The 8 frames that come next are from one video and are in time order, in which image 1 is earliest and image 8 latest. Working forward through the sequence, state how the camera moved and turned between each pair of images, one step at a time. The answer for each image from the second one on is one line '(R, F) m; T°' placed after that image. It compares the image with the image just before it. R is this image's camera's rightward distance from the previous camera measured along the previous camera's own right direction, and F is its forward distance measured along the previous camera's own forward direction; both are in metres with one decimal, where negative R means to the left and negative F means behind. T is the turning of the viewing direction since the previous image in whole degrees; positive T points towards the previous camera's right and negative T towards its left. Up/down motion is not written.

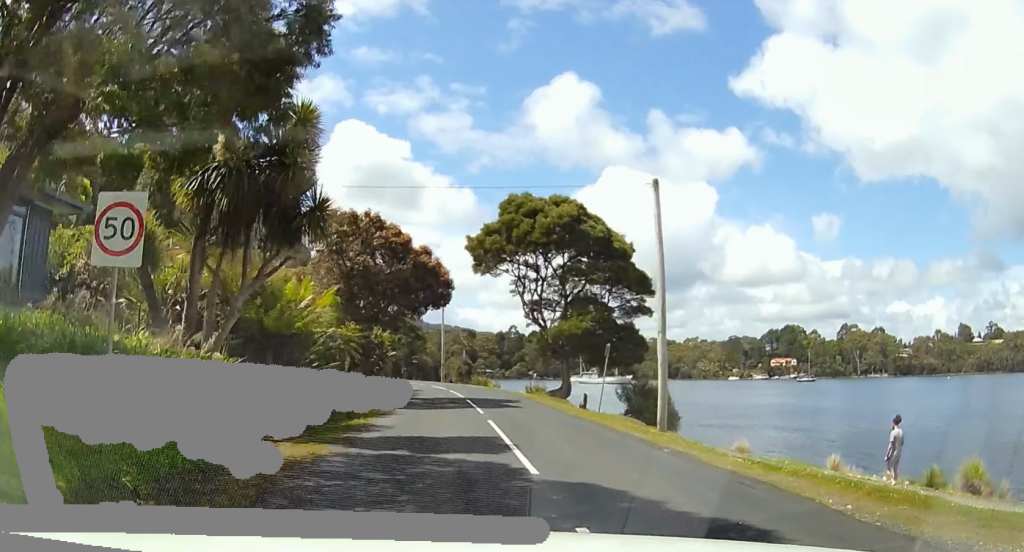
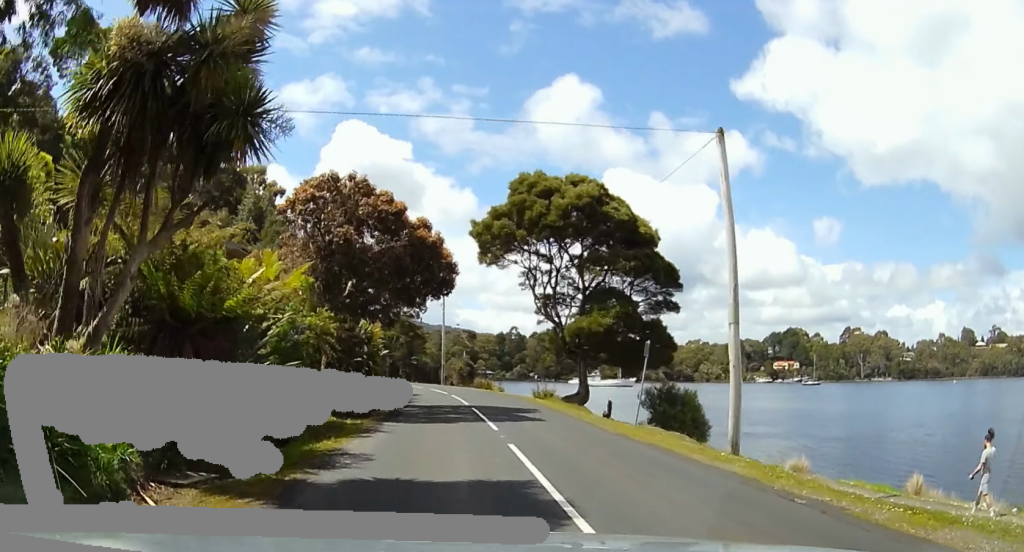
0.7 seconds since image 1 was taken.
(0.0, +5.1) m; +1°
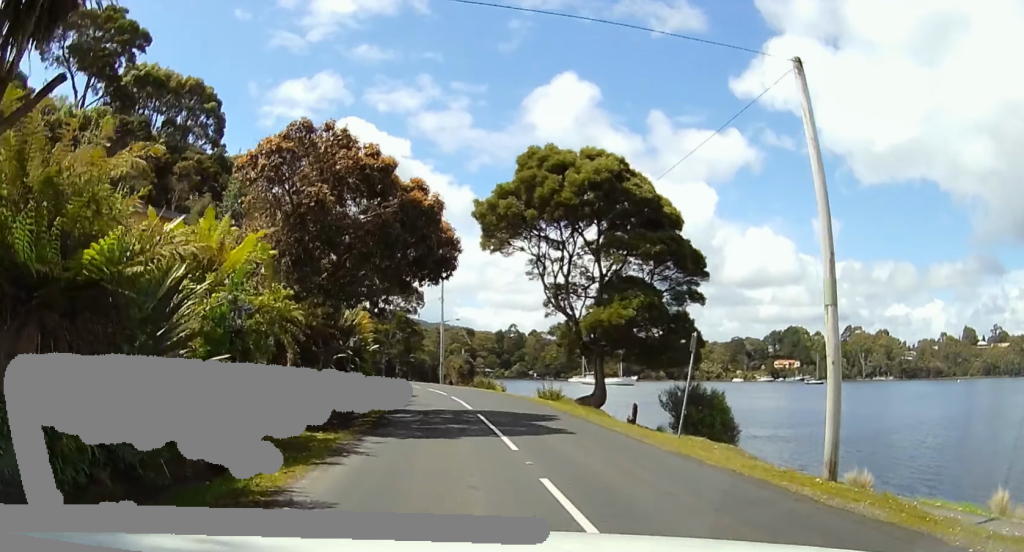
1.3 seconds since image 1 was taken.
(+0.1, +4.1) m; +1°
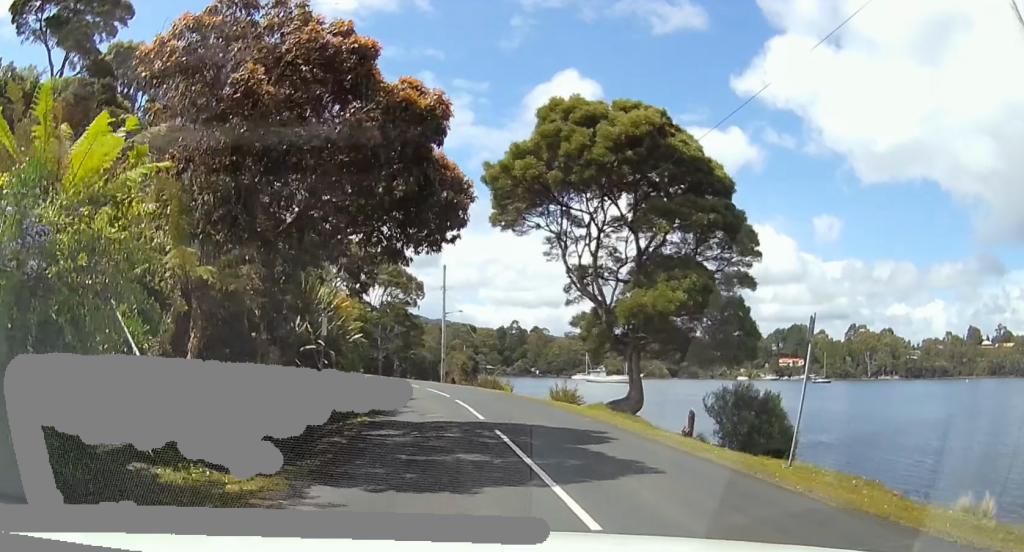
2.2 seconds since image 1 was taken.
(+0.1, +5.7) m; +1°
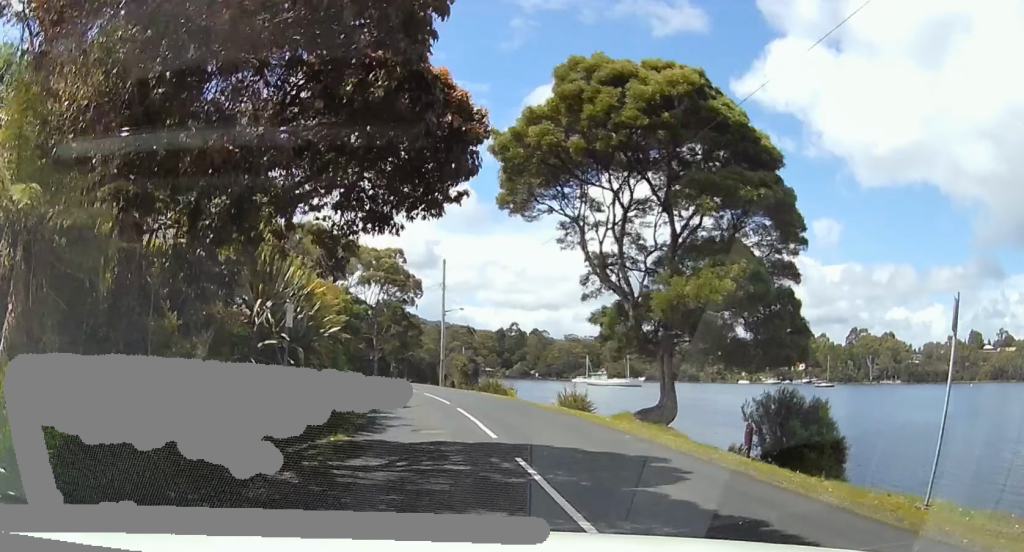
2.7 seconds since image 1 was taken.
(0.0, +3.9) m; -1°
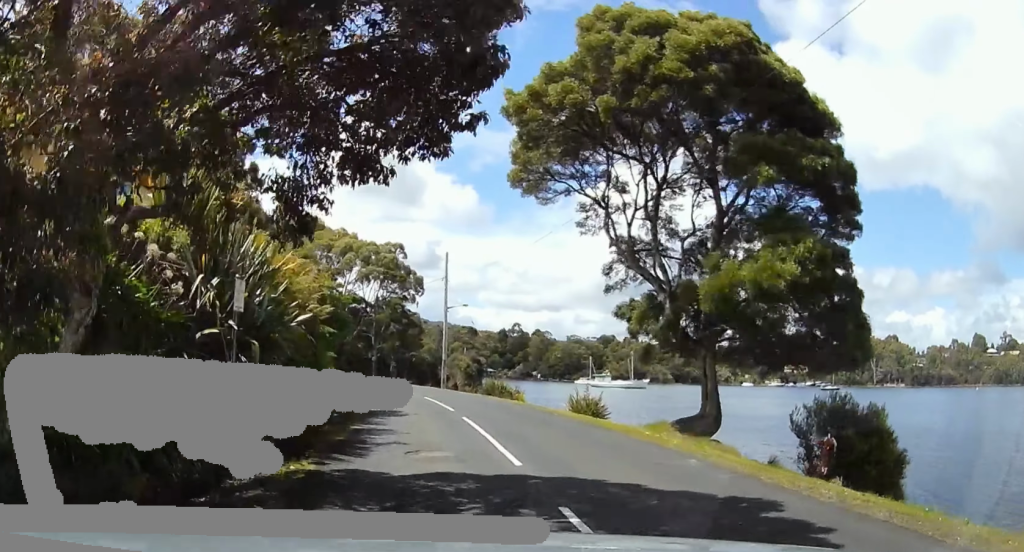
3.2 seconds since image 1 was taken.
(0.0, +3.5) m; -1°
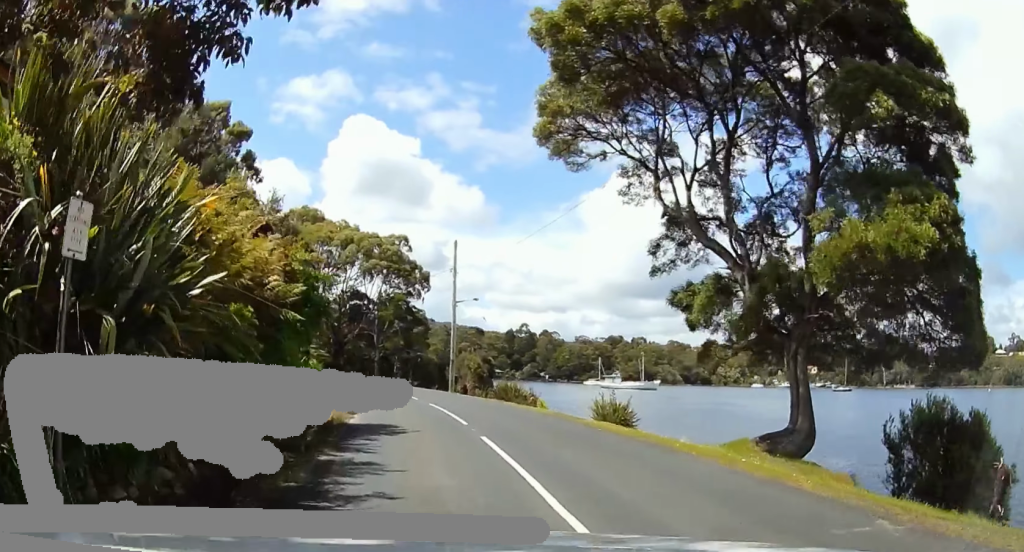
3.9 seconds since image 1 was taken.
(-0.1, +4.7) m; -1°
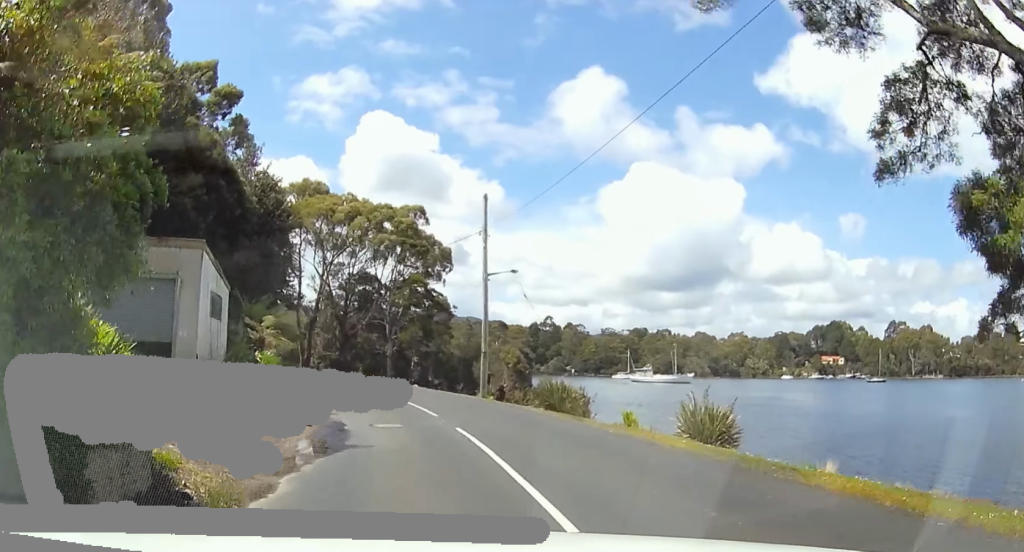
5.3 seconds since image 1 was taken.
(-0.3, +10.9) m; -4°
